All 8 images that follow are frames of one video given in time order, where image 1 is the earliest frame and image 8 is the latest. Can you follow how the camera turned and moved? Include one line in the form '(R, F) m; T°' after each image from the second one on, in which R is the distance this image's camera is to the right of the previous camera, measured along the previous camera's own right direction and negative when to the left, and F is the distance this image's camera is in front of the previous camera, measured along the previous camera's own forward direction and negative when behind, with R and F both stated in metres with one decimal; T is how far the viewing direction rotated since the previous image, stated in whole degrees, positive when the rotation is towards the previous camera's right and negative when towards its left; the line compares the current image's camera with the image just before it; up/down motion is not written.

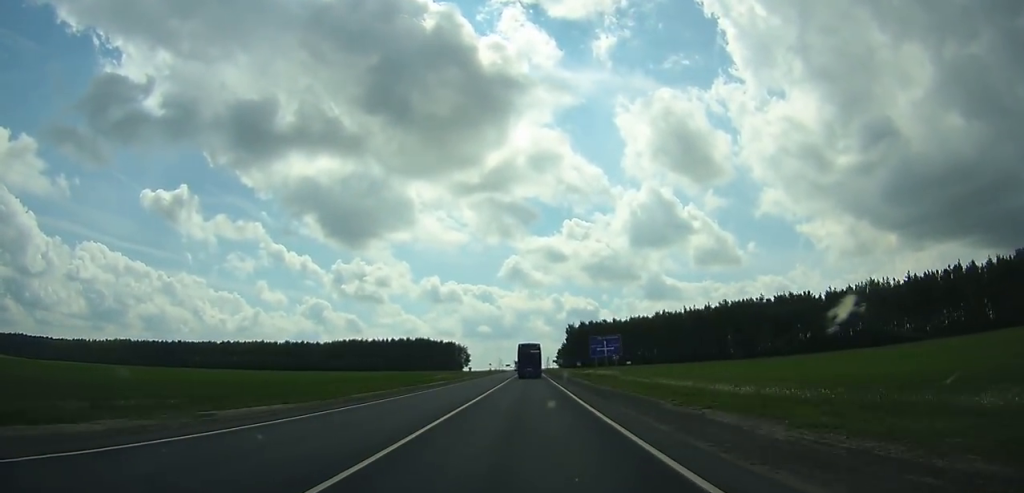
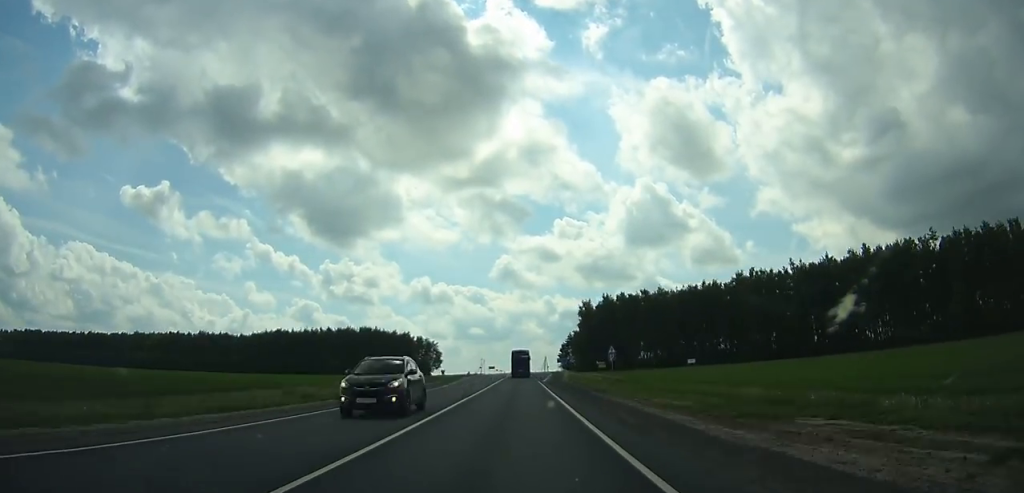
(+0.3, +119.5) m; 0°
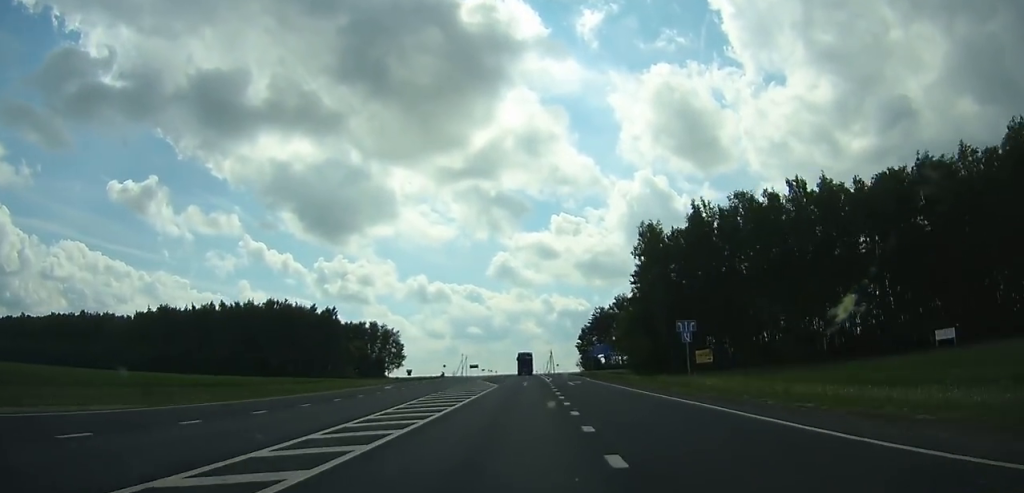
(+0.1, +102.7) m; 0°
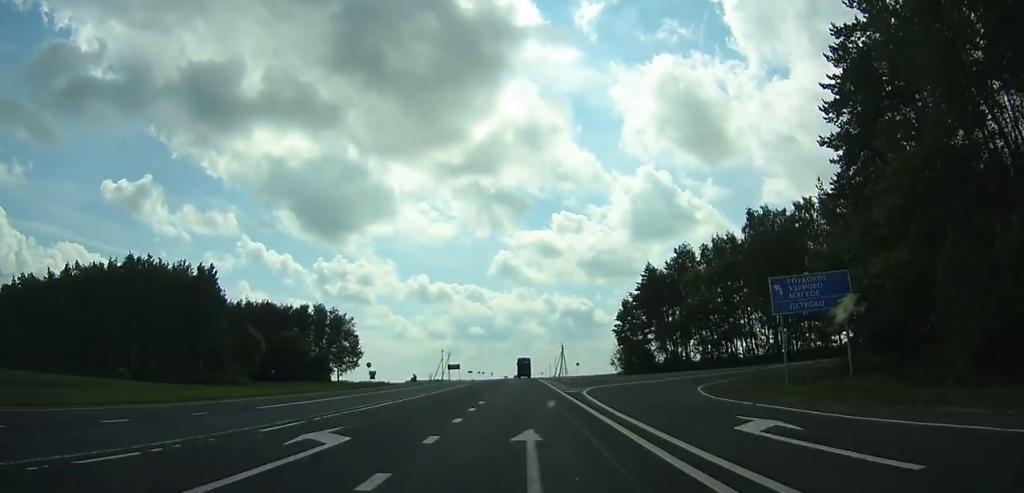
(+0.1, +65.0) m; 0°
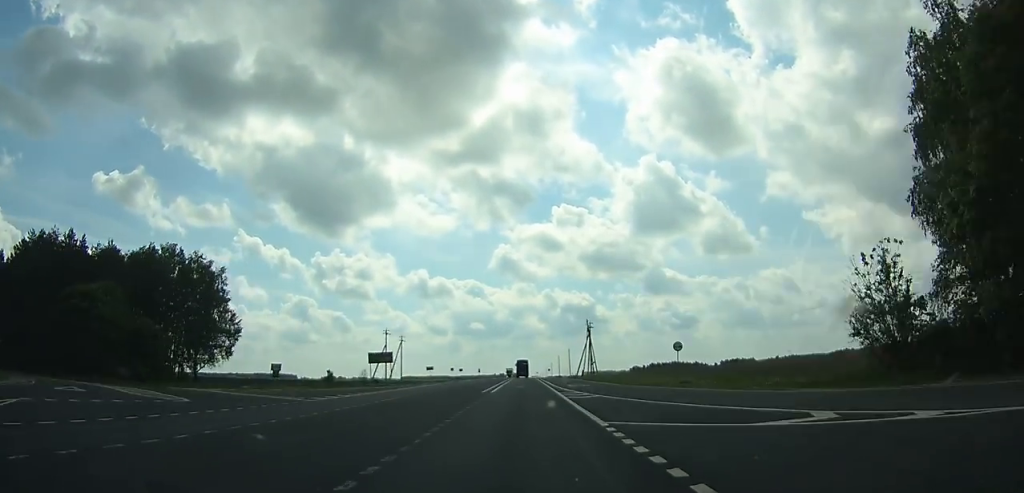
(-0.2, +78.3) m; 0°
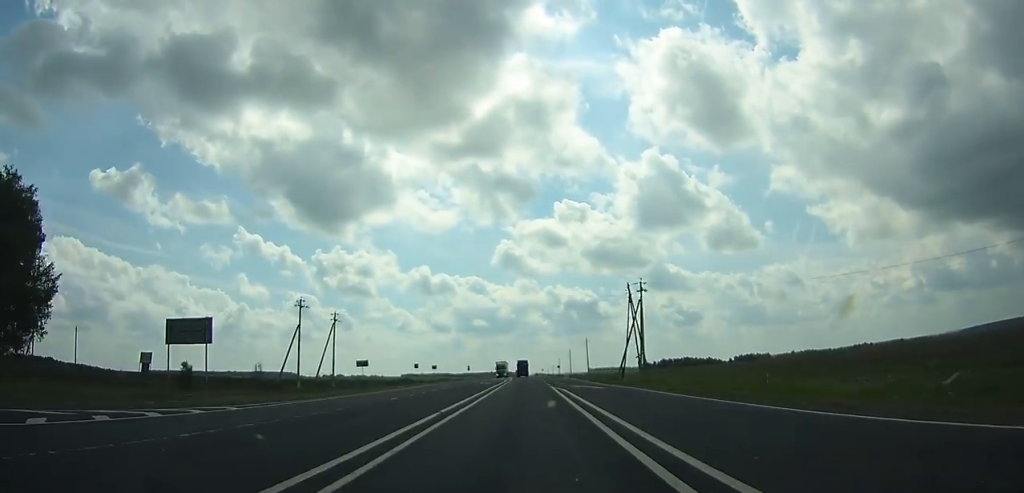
(0.0, +46.9) m; 0°
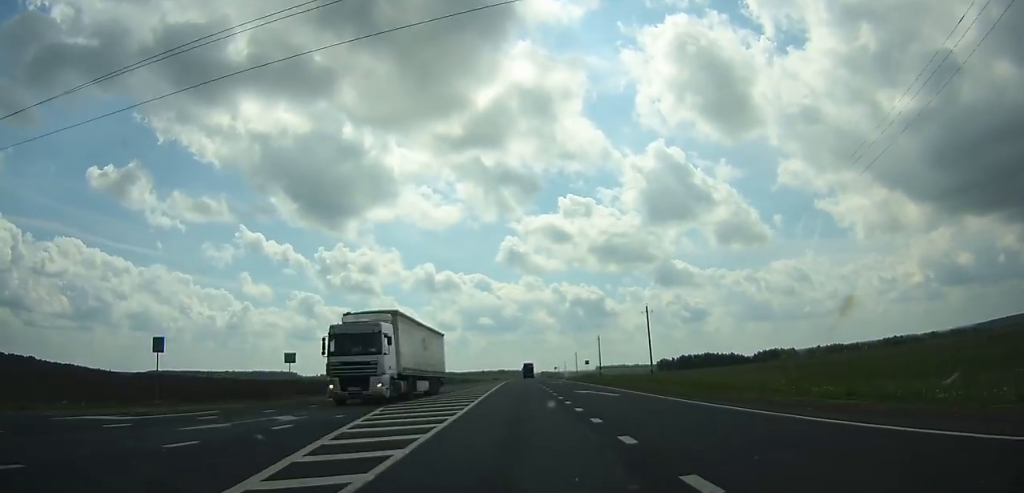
(-0.3, +66.1) m; 0°
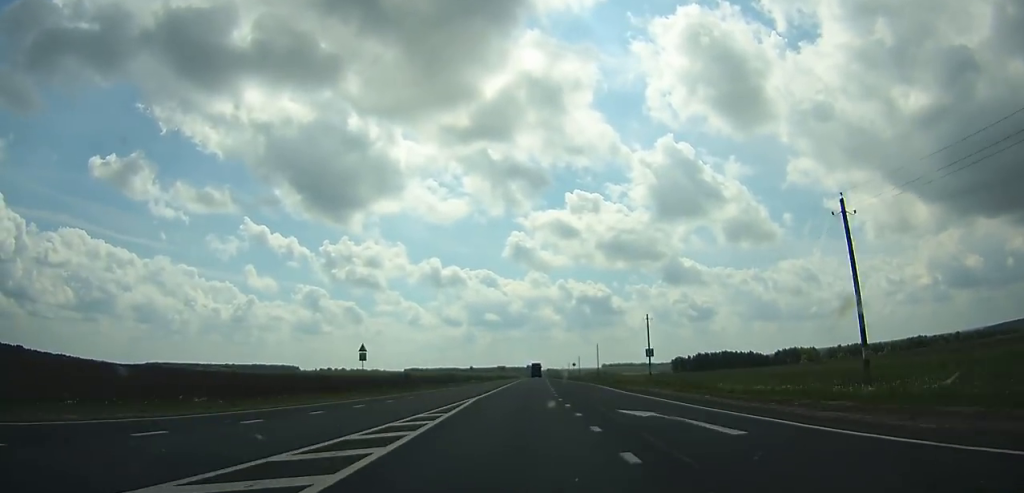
(-0.1, +46.6) m; 0°
